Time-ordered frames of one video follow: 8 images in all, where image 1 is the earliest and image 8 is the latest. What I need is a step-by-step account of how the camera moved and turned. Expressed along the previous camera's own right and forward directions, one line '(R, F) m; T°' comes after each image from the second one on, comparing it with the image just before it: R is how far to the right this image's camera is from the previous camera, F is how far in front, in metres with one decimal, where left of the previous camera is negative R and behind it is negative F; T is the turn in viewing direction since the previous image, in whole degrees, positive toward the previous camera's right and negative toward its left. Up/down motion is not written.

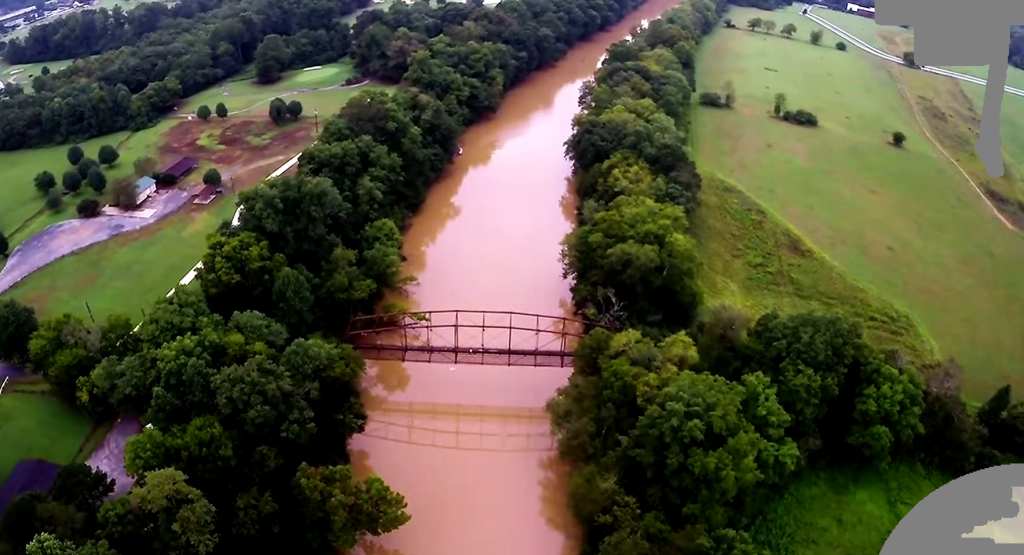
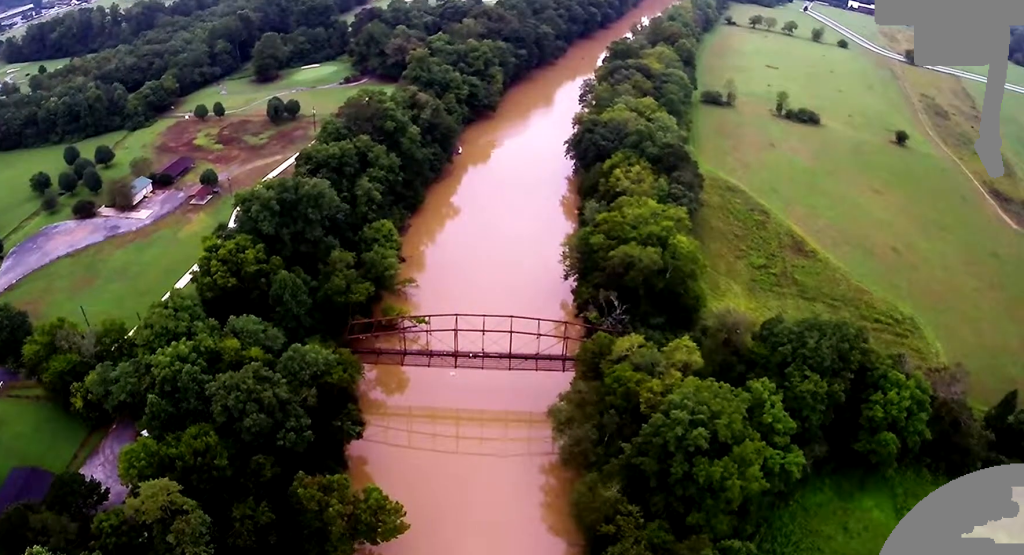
(0.0, +4.3) m; +1°
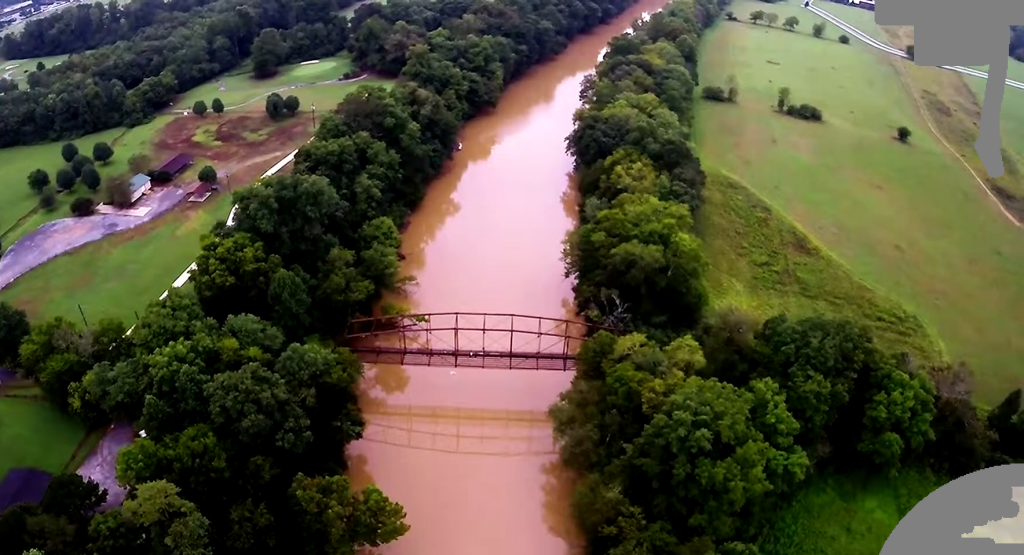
(0.0, +2.2) m; 0°
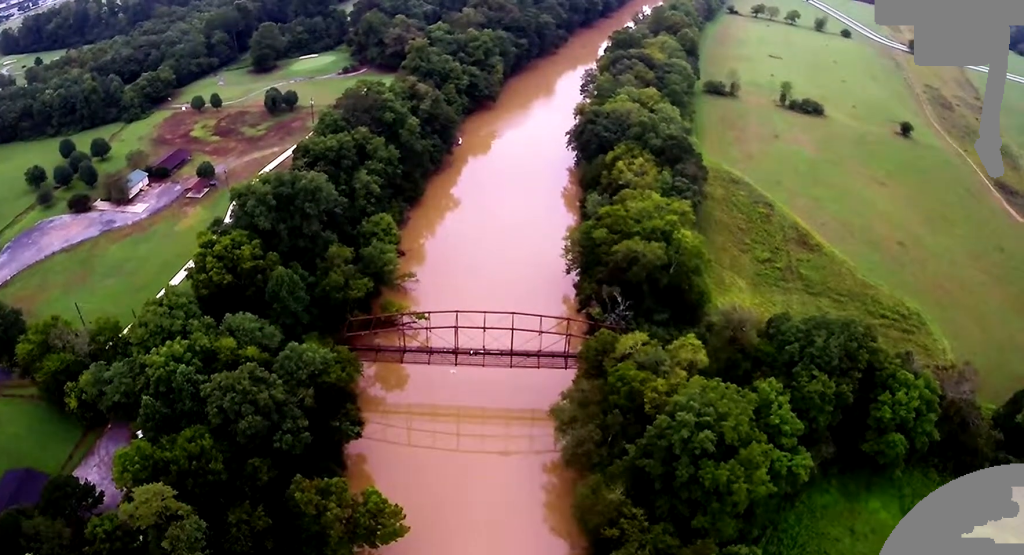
(0.0, +3.0) m; 0°
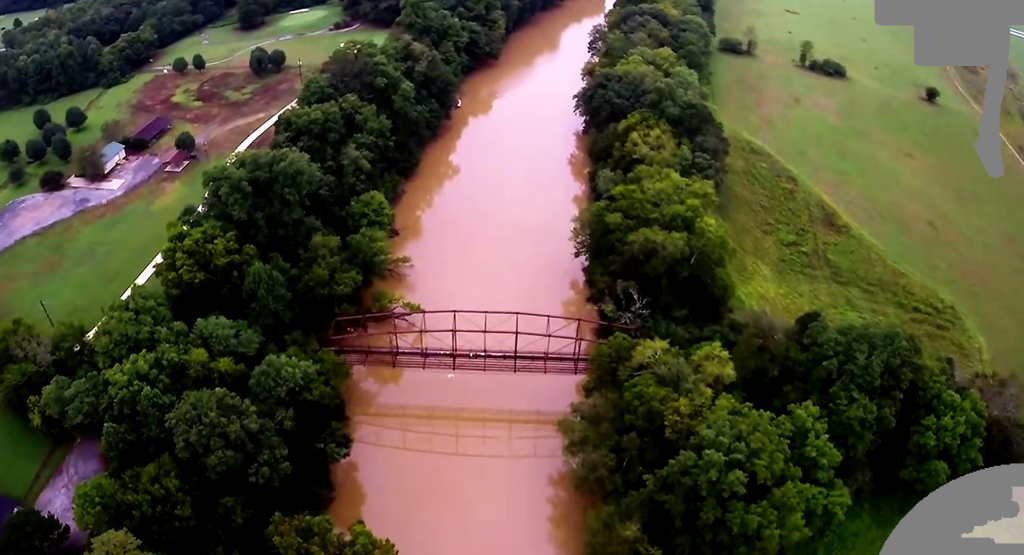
(+0.3, +19.7) m; +4°
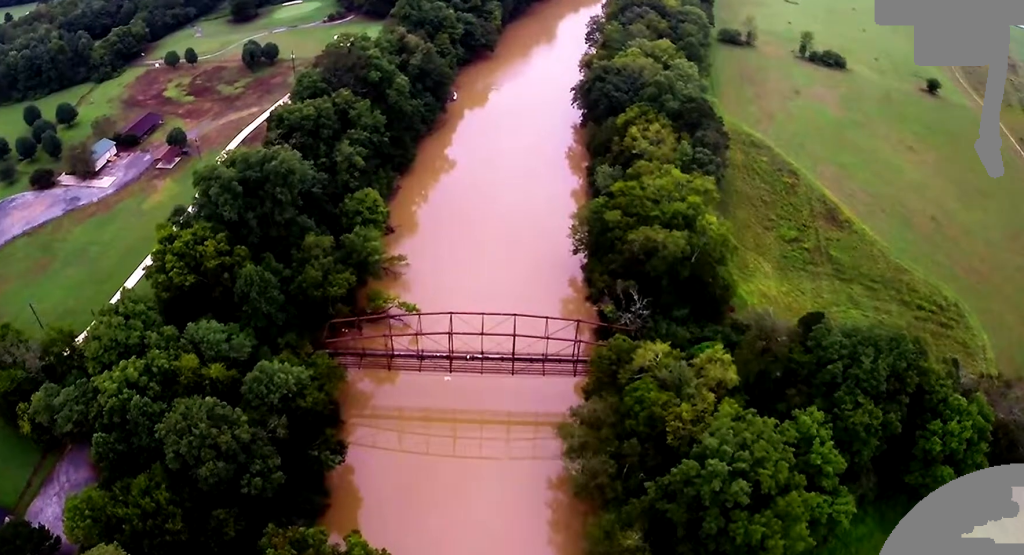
(+0.1, +3.5) m; +1°
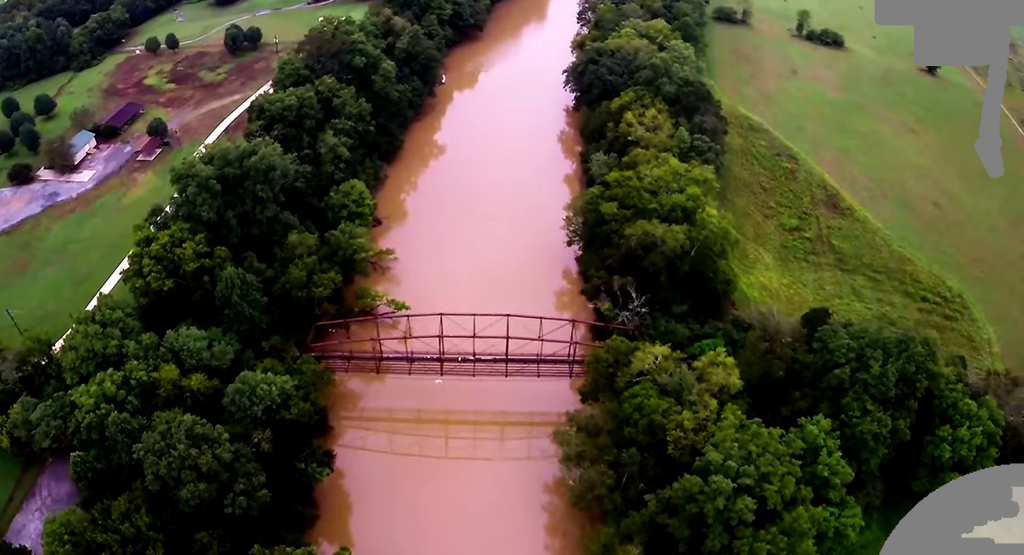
(0.0, +7.0) m; 0°
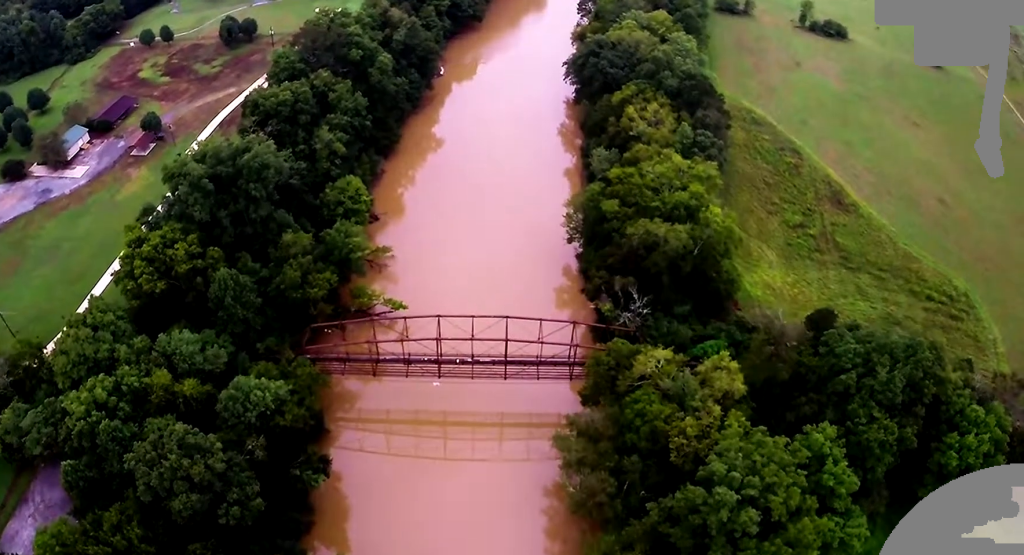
(0.0, +3.5) m; +1°
